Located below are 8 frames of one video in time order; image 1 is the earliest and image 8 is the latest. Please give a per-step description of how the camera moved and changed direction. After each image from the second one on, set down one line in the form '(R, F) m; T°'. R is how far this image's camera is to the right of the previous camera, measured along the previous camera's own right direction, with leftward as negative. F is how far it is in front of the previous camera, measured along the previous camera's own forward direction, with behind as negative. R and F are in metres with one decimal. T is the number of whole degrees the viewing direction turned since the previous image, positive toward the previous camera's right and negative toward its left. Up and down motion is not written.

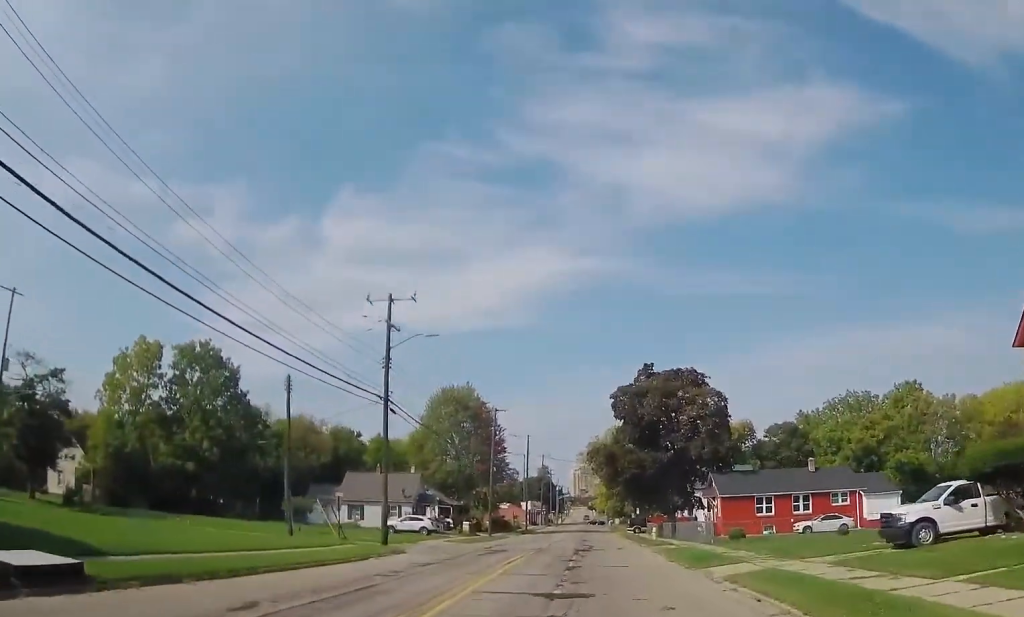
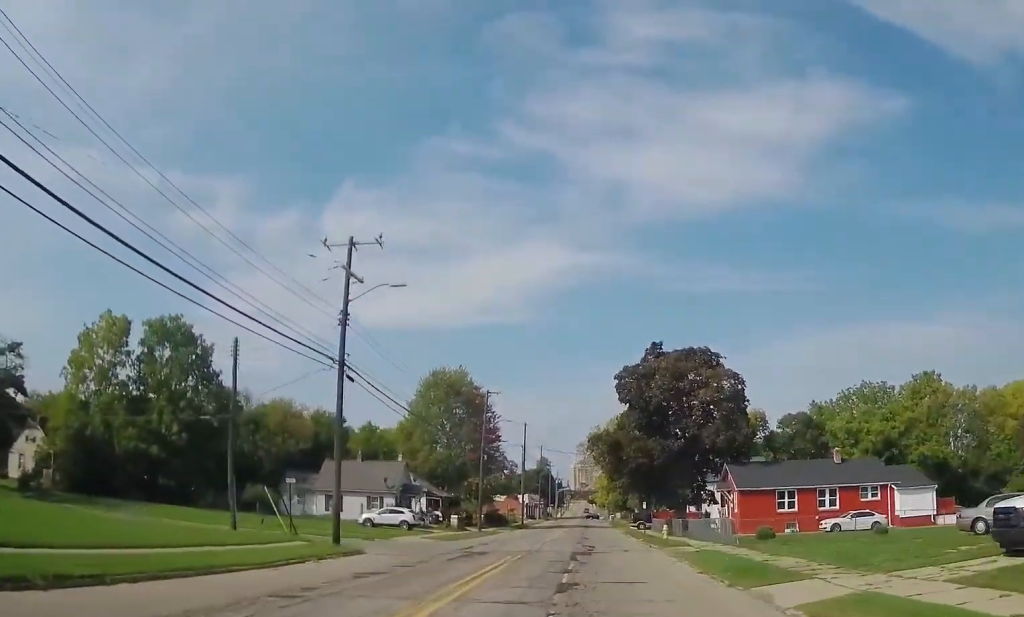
(-0.3, +6.4) m; 0°
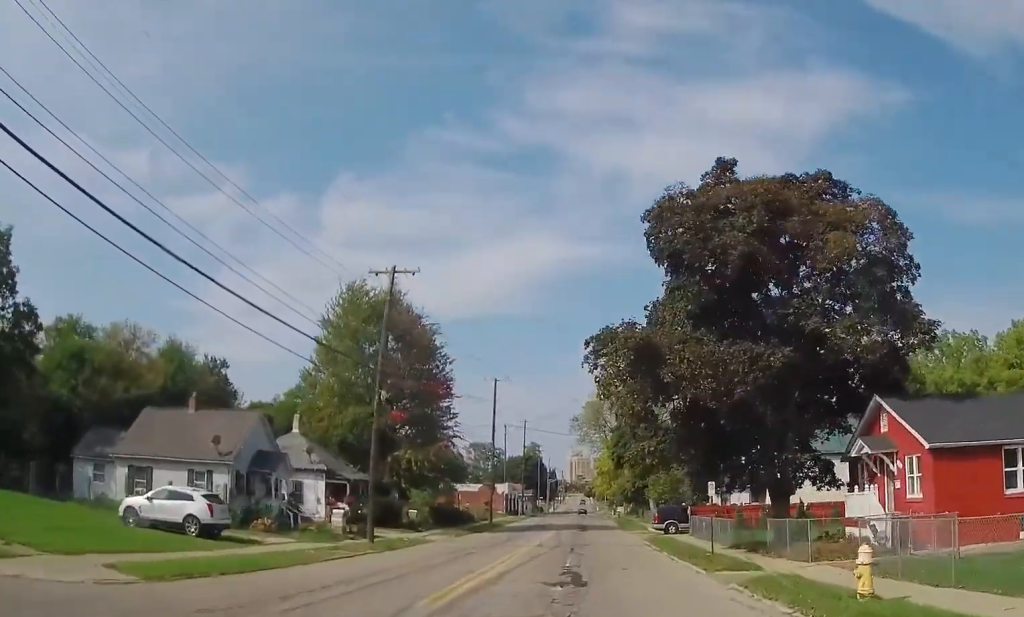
(+0.3, +29.7) m; 0°
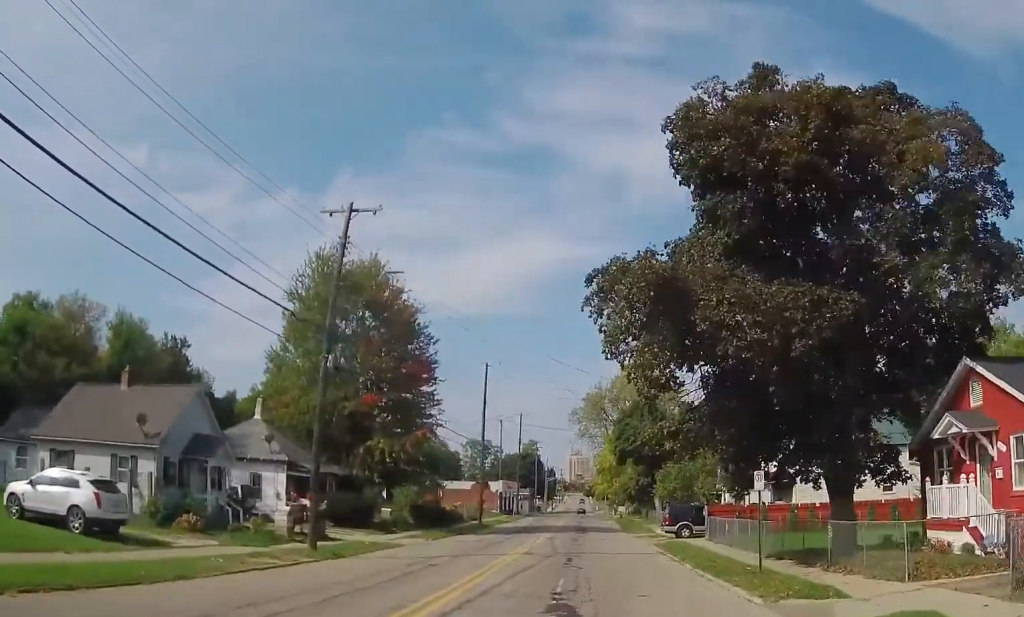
(0.0, +6.6) m; -1°
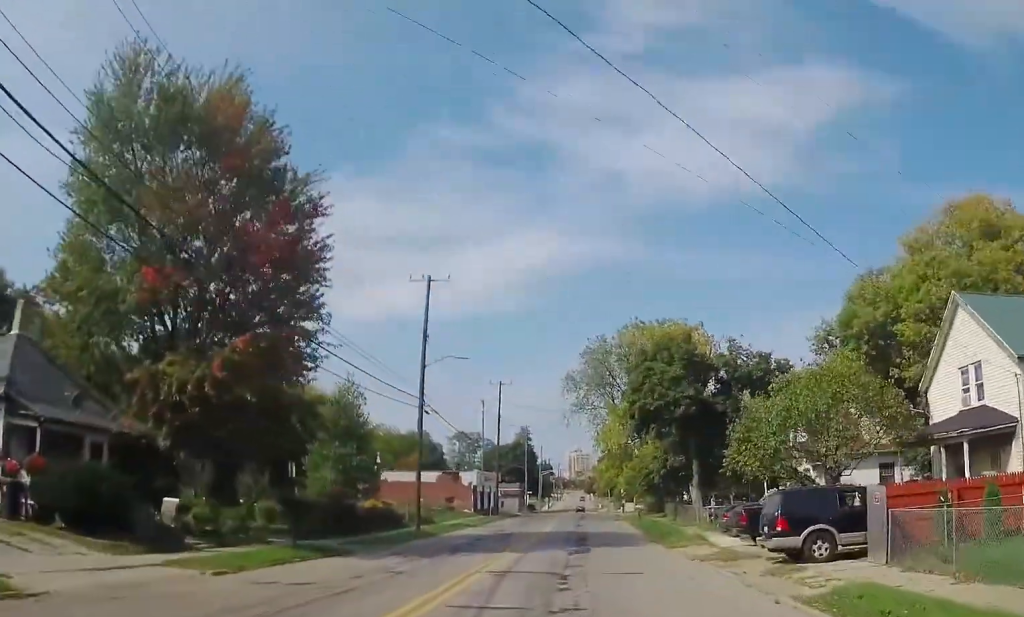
(0.0, +23.5) m; +3°
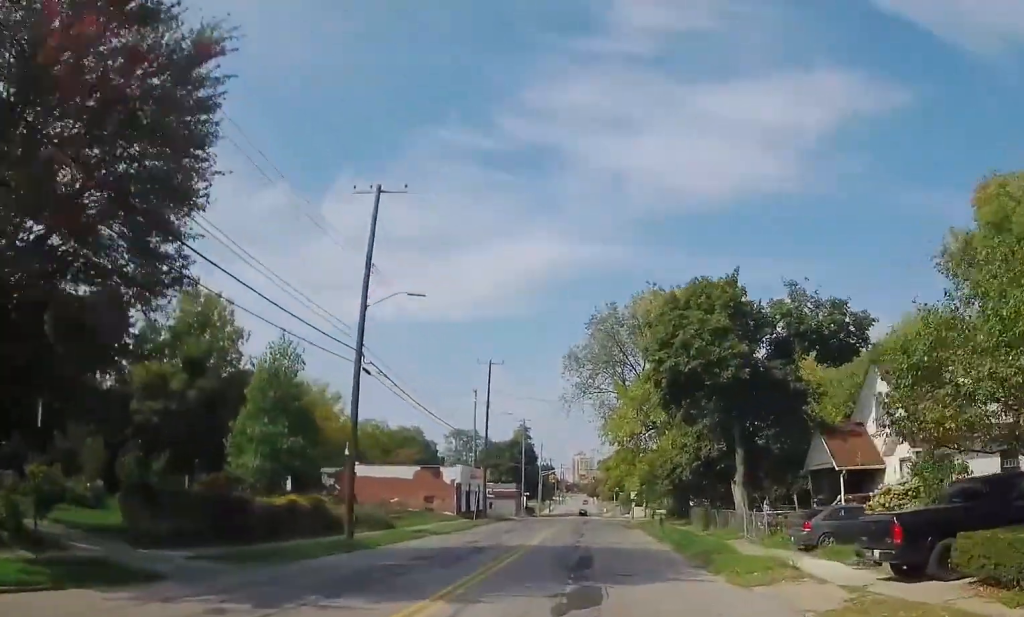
(+0.7, +11.9) m; 0°
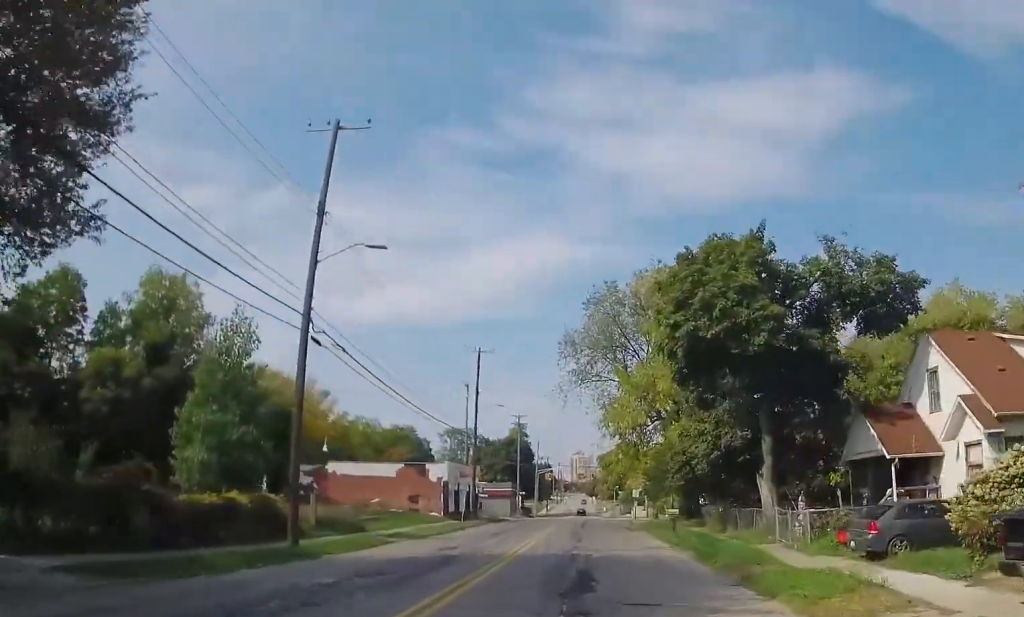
(-0.5, +5.3) m; 0°
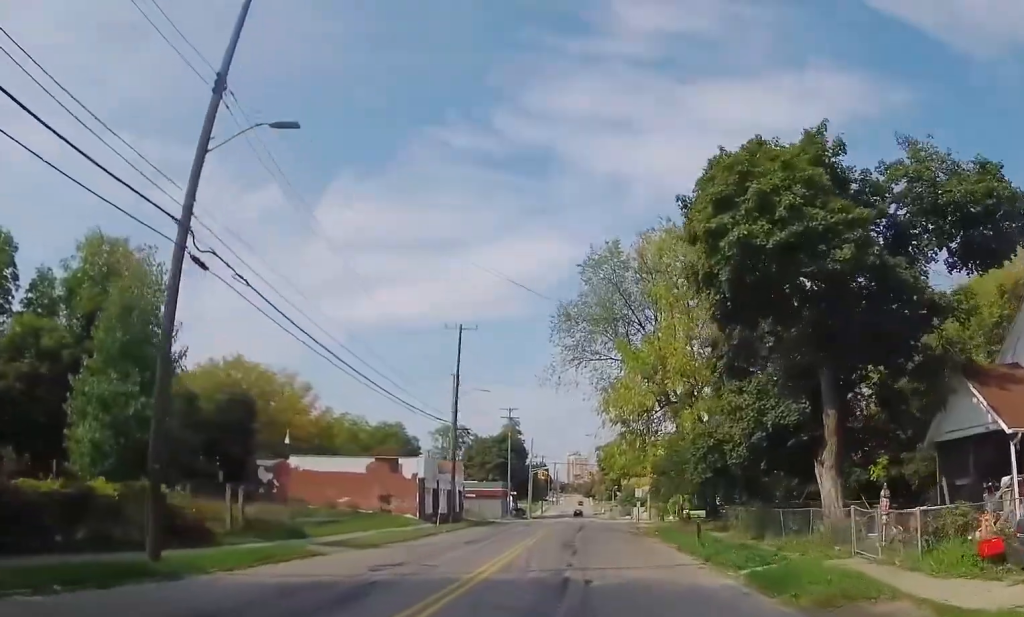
(-0.3, +7.6) m; 0°
